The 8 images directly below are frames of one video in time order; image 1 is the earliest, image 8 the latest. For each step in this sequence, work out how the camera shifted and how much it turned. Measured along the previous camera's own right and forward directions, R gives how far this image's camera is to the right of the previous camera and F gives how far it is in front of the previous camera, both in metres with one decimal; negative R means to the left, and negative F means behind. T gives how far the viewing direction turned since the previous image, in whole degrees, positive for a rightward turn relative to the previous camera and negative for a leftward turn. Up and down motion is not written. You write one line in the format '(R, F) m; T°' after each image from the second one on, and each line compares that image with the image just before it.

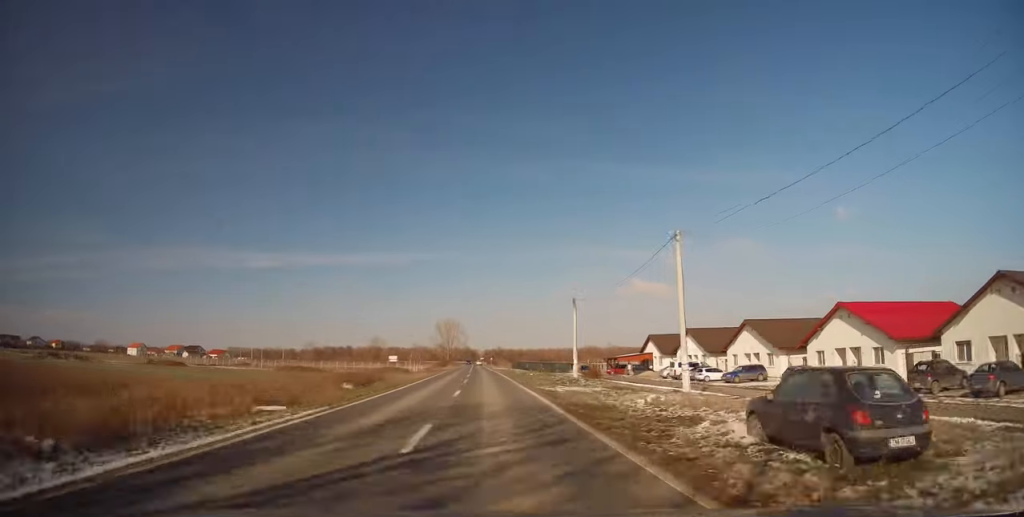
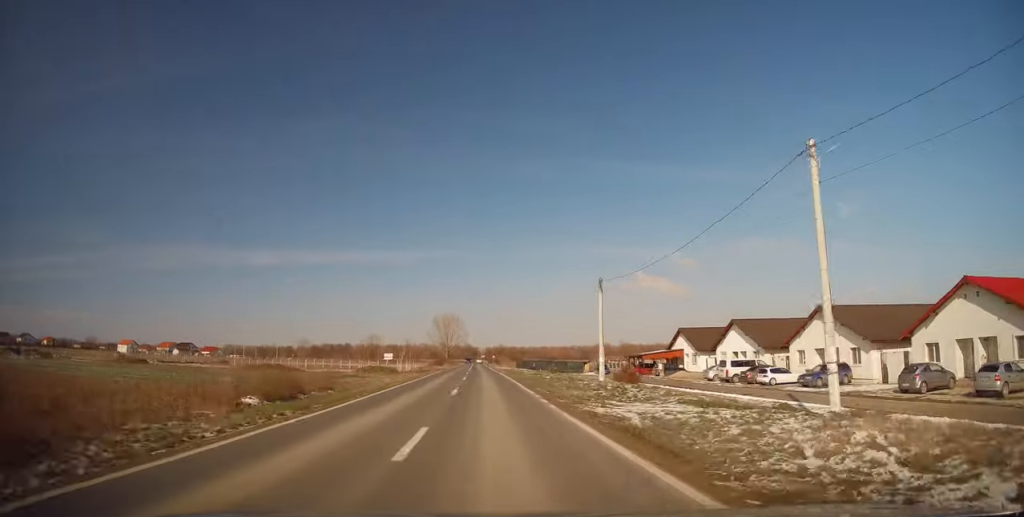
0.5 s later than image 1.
(-0.2, +12.8) m; 0°
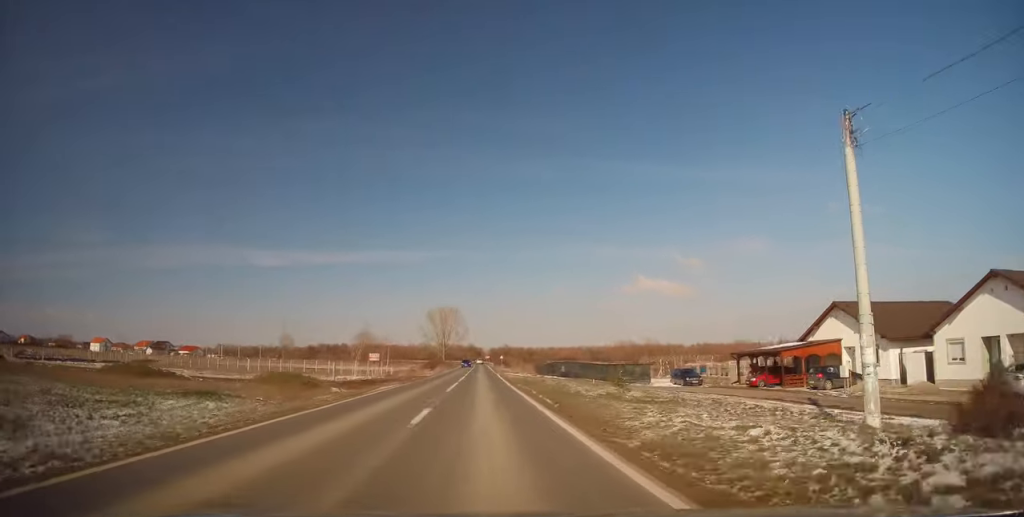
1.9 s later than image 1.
(+0.1, +31.9) m; -1°
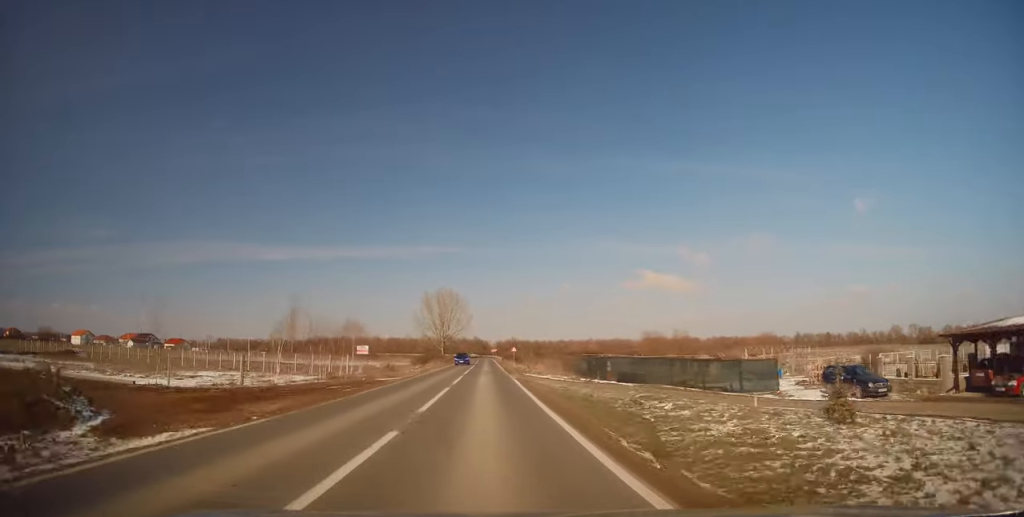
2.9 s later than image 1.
(-0.2, +22.2) m; 0°
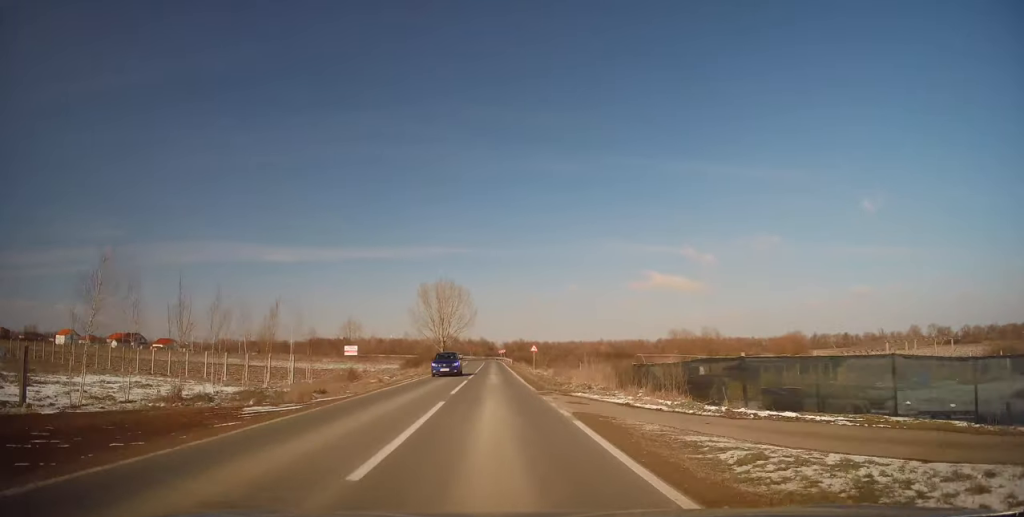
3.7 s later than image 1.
(+0.1, +18.1) m; 0°
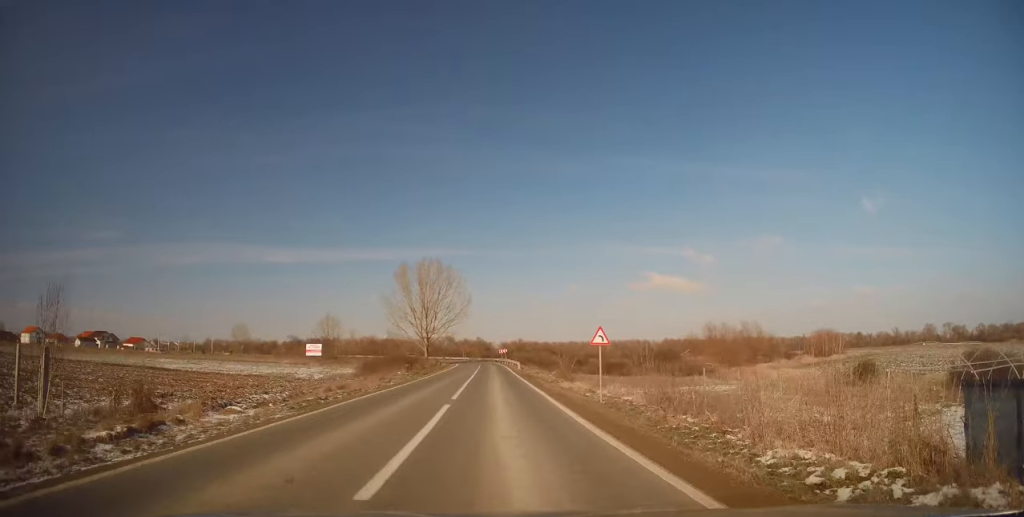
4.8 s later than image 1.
(-0.3, +24.4) m; 0°
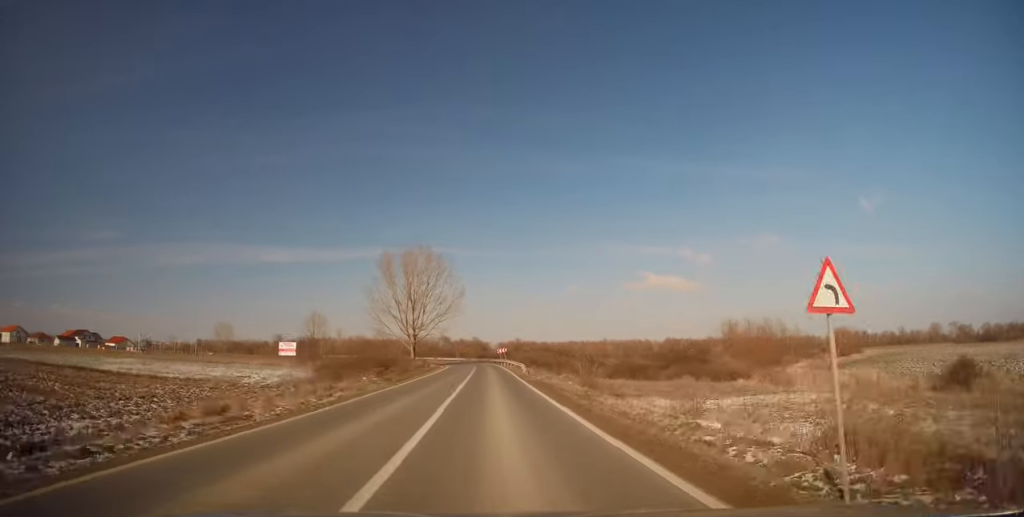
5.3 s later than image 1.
(+0.1, +11.7) m; 0°
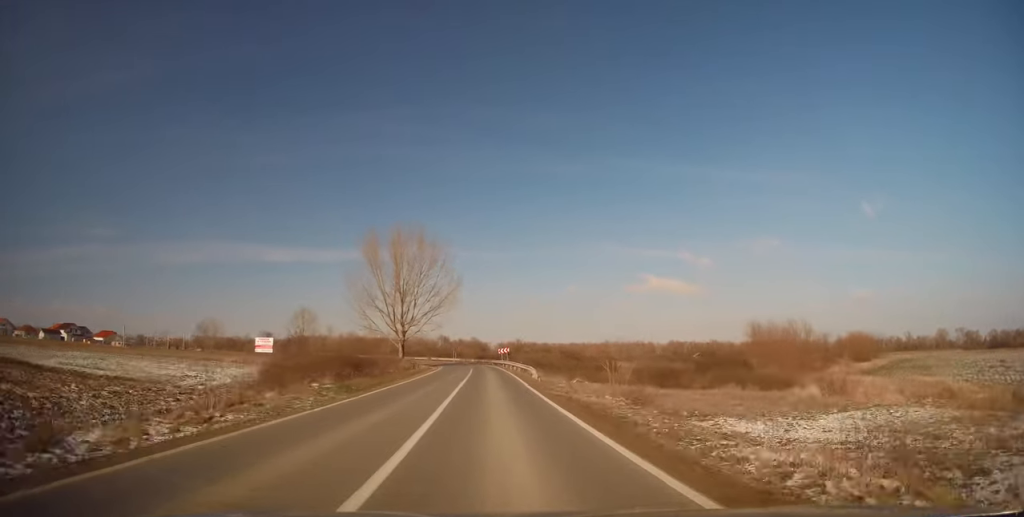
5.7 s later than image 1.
(0.0, +9.4) m; 0°
